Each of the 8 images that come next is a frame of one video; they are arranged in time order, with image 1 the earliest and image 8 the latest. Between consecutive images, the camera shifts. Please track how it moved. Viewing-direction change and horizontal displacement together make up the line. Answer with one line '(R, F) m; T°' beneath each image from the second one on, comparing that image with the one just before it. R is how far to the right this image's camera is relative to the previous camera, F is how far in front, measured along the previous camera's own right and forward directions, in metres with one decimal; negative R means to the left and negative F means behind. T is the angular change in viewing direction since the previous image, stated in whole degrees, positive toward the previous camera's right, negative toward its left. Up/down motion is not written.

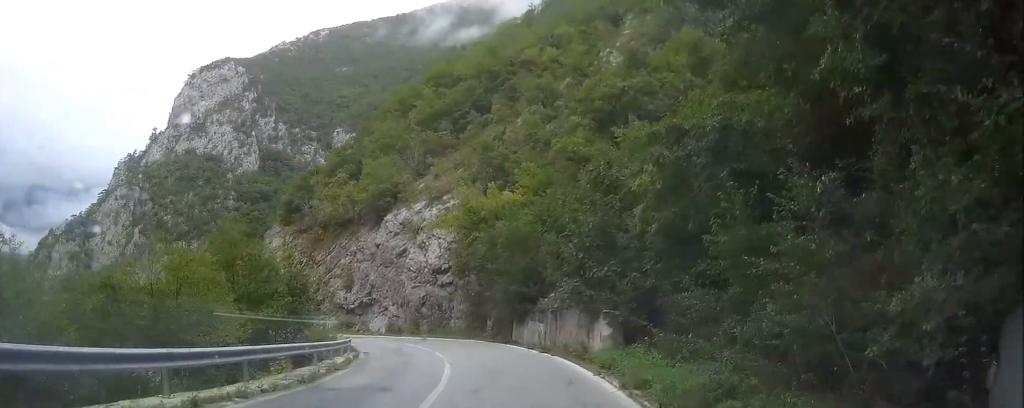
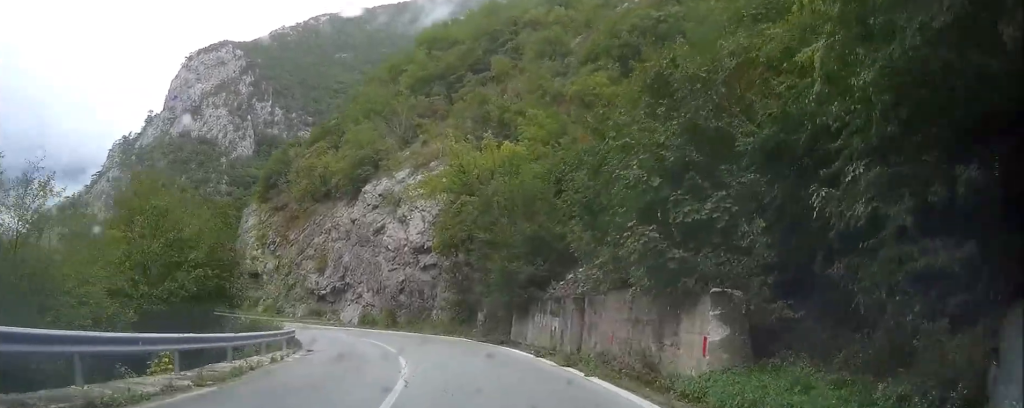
(0.0, +9.6) m; 0°
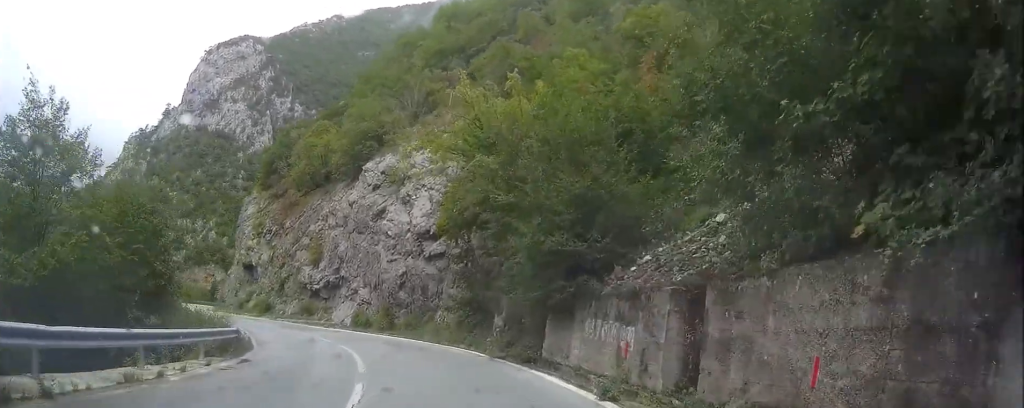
(0.0, +8.7) m; -3°
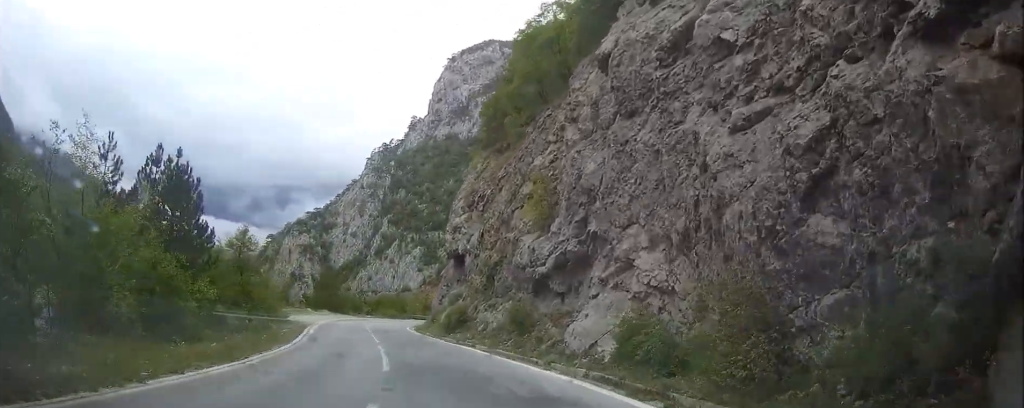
(-3.8, +27.7) m; -18°
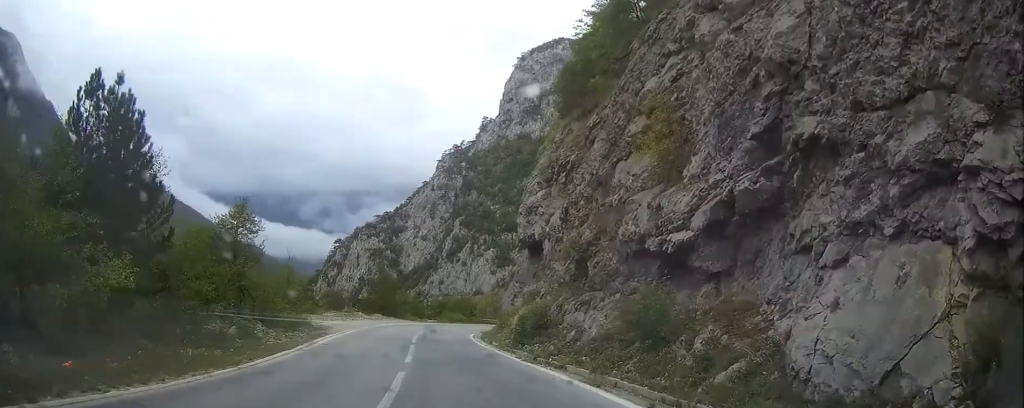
(-0.9, +10.1) m; -8°
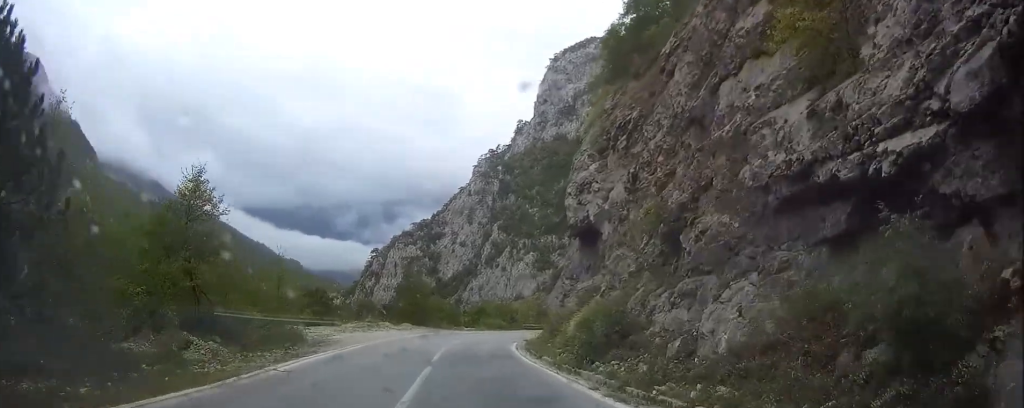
(-0.4, +7.6) m; -6°
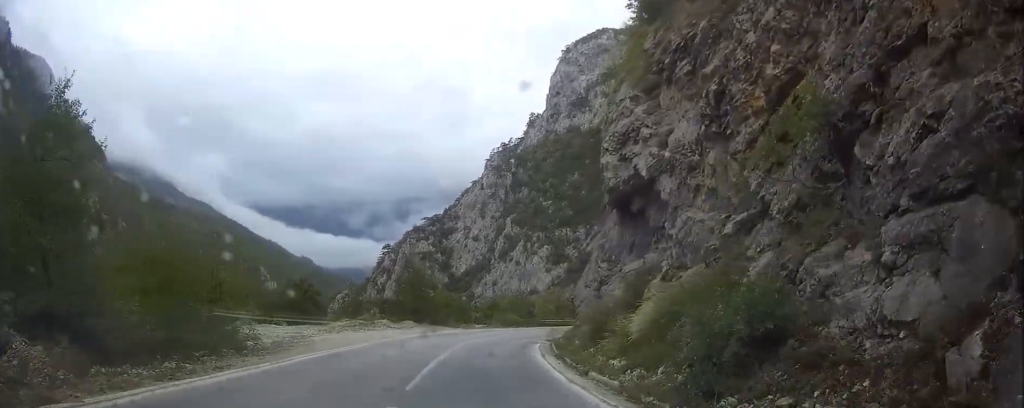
(-0.5, +8.0) m; -4°
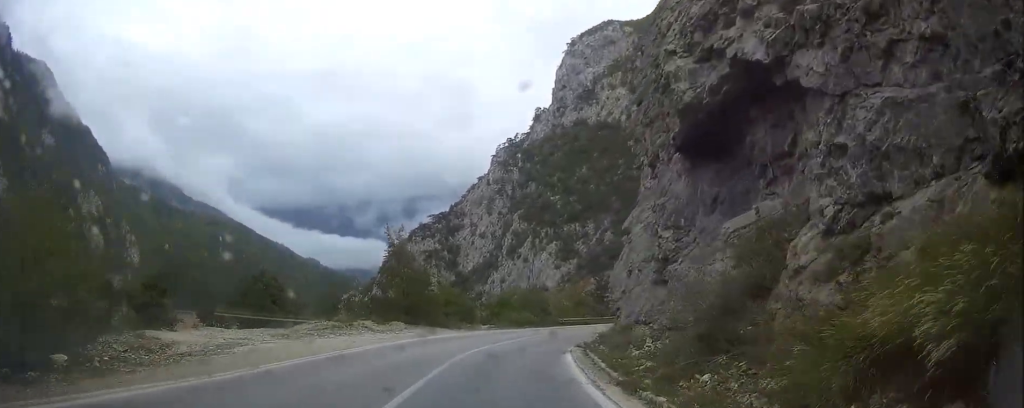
(-0.3, +10.0) m; -1°
